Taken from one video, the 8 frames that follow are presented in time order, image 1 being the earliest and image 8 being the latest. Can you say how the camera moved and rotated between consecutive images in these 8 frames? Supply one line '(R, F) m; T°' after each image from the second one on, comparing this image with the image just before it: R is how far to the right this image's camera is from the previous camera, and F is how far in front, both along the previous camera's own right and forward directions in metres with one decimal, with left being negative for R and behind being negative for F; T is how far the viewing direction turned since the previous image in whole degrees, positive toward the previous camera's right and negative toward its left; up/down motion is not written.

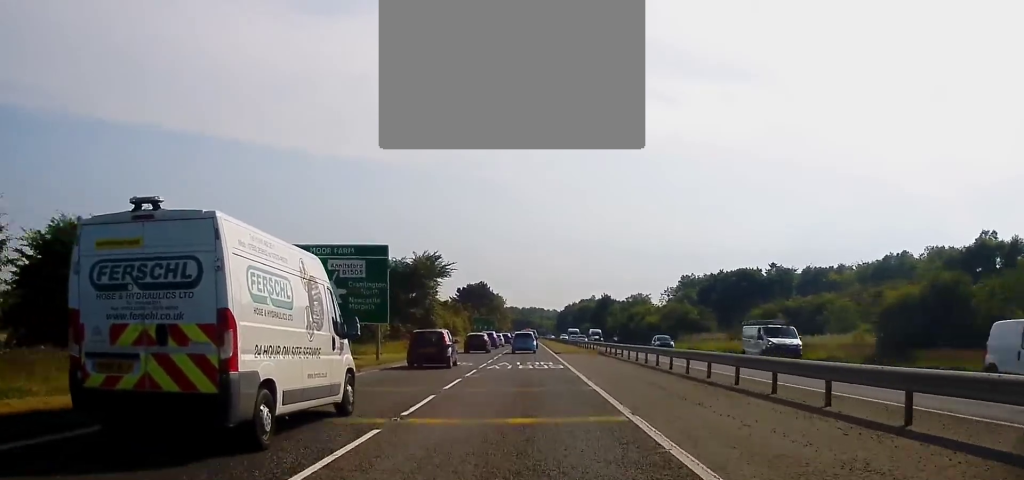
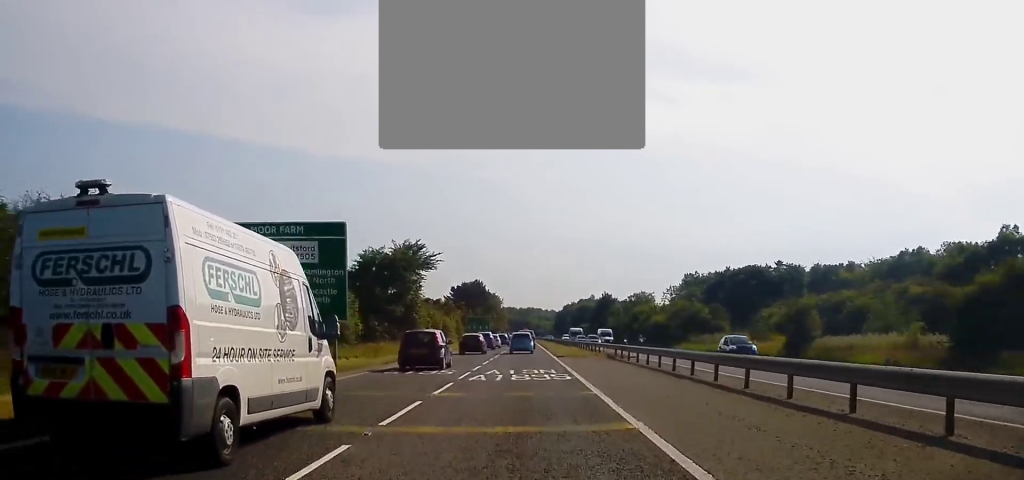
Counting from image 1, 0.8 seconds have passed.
(0.0, +7.7) m; +1°
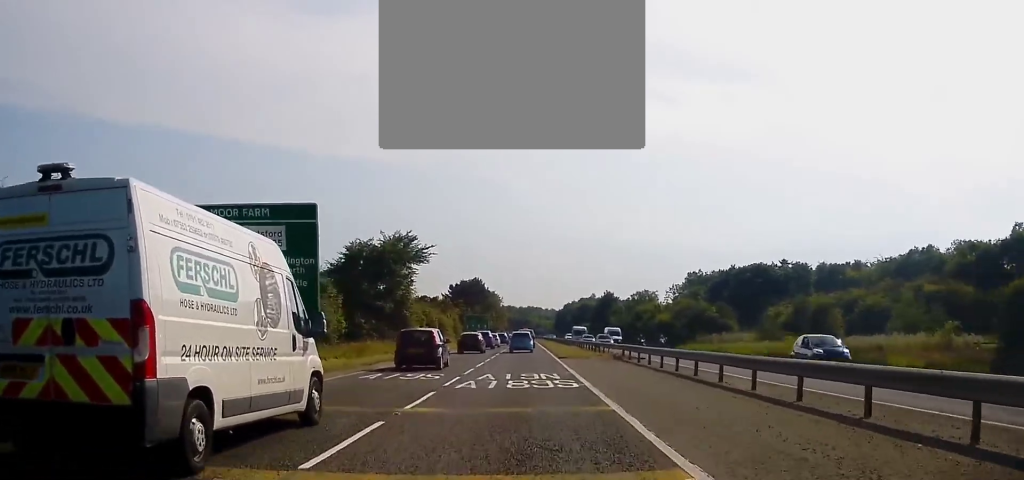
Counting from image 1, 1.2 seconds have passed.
(+0.1, +3.8) m; +1°
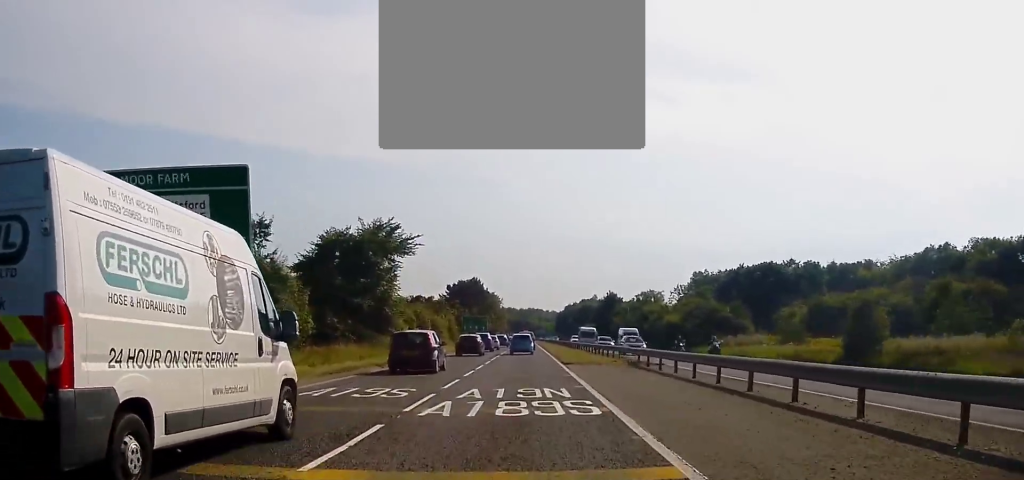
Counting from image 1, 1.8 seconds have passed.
(0.0, +6.2) m; 0°
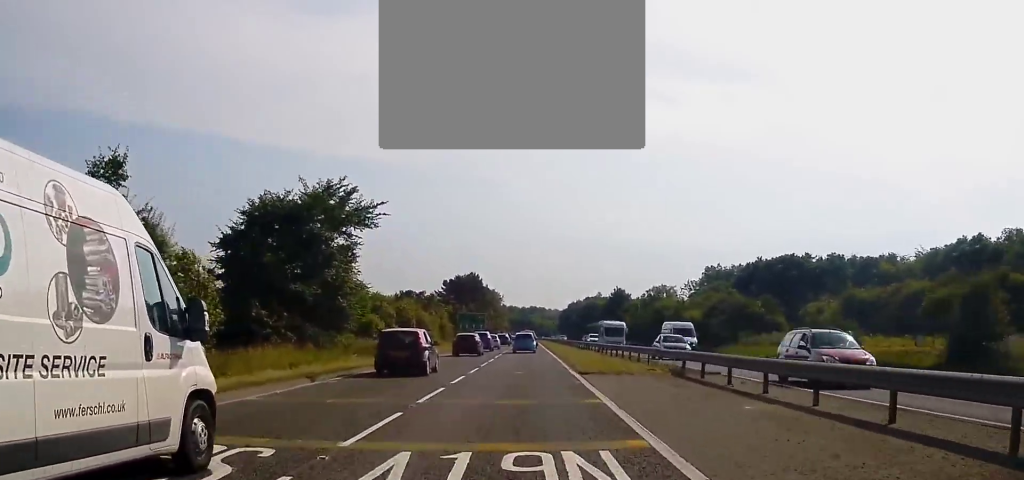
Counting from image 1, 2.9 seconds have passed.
(0.0, +10.6) m; -1°
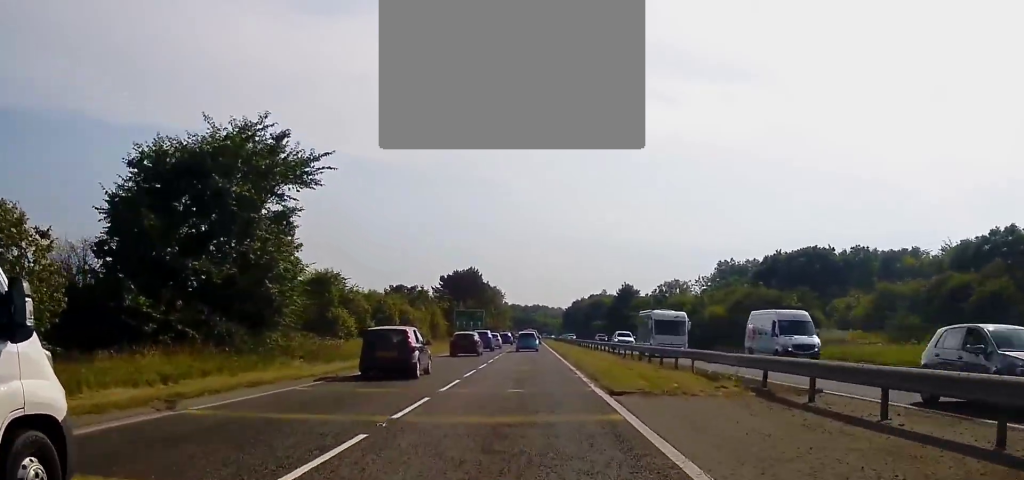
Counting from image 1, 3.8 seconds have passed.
(-0.1, +9.3) m; -1°
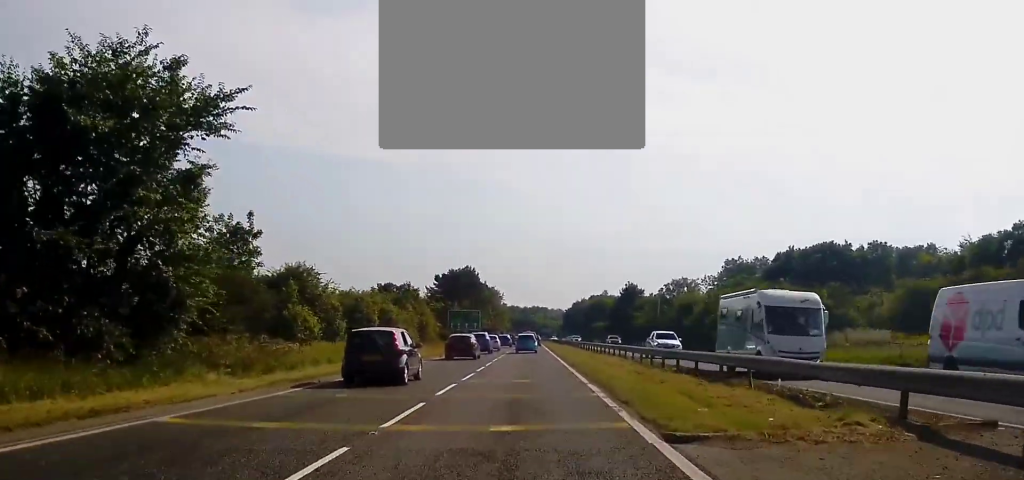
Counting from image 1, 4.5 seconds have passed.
(-0.1, +7.0) m; 0°
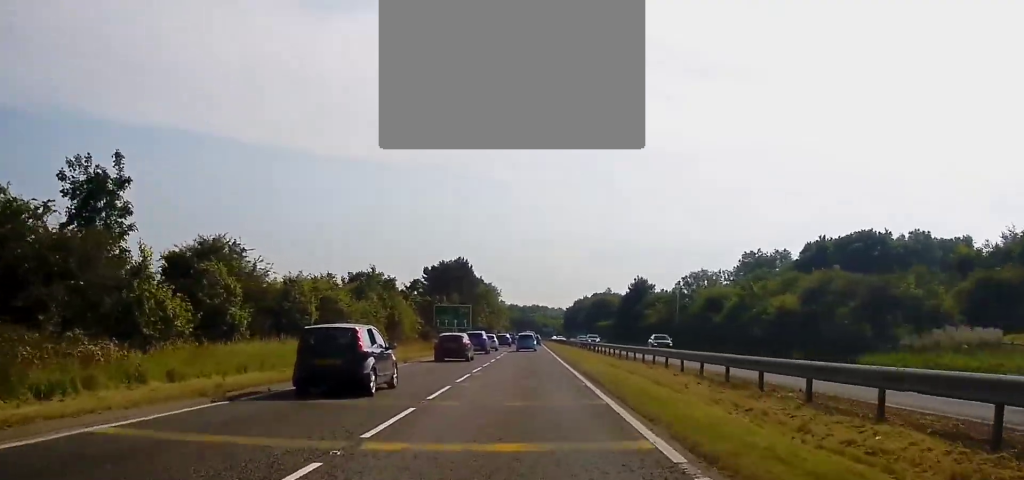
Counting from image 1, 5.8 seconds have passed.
(+0.3, +13.7) m; +1°
